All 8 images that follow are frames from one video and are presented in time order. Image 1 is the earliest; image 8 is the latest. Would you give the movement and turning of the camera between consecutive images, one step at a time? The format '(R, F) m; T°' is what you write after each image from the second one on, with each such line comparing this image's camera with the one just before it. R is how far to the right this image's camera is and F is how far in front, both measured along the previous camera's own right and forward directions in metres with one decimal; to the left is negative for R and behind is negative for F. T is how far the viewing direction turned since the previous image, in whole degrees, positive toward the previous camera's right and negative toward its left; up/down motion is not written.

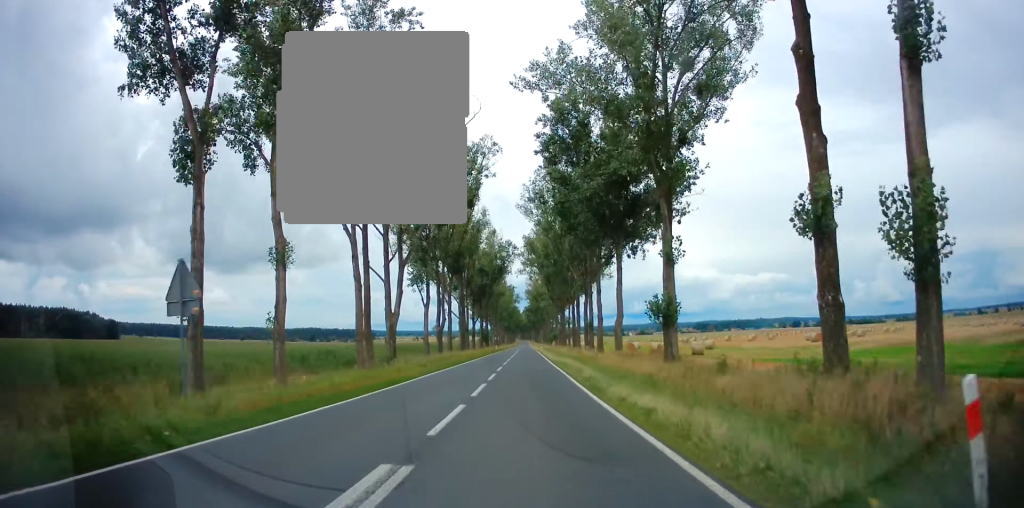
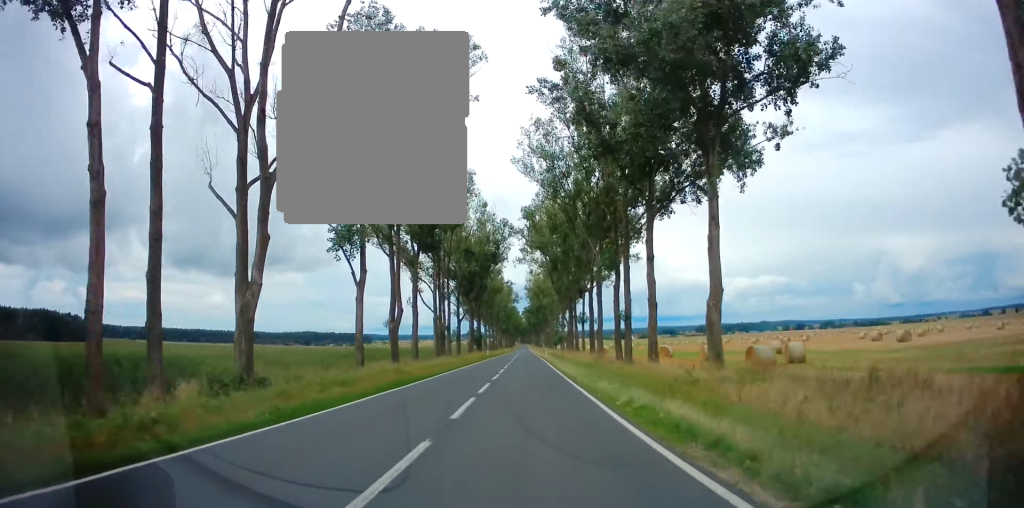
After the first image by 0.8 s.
(+0.1, +24.9) m; 0°
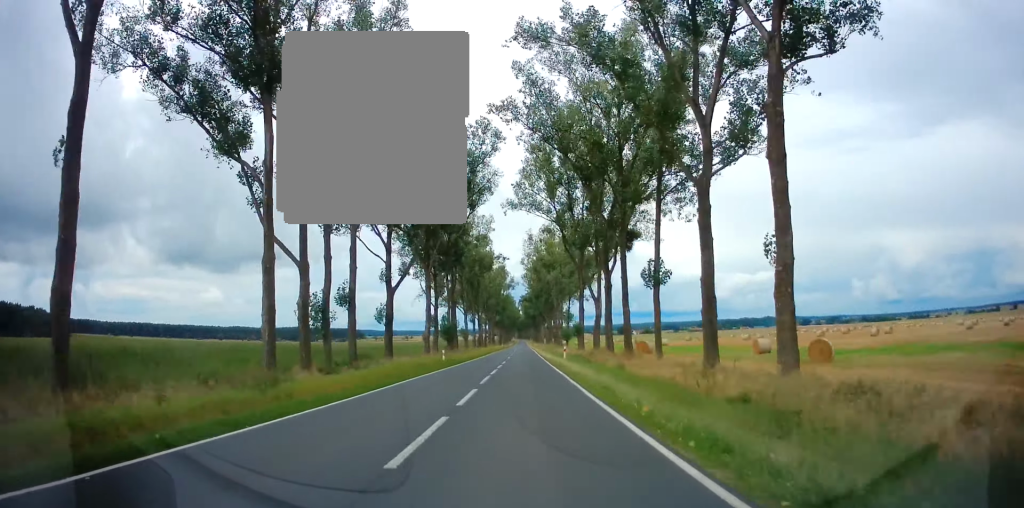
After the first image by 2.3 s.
(-0.1, +42.1) m; -1°
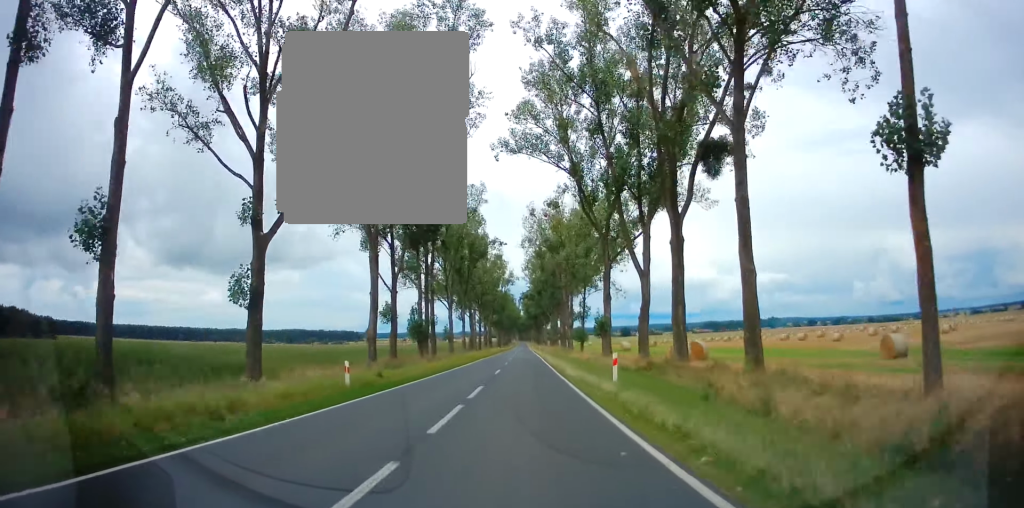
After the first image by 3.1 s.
(-0.1, +21.7) m; 0°
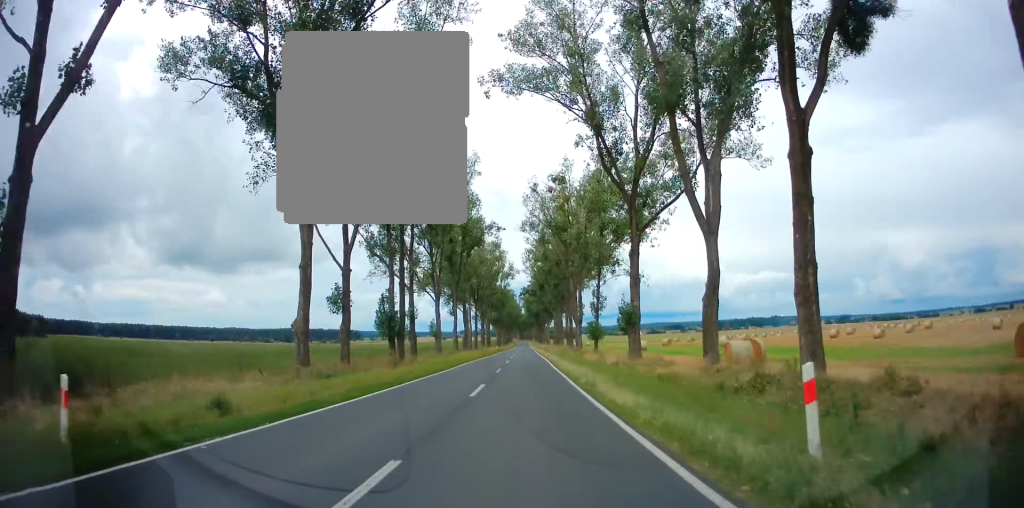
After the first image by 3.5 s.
(0.0, +12.3) m; 0°
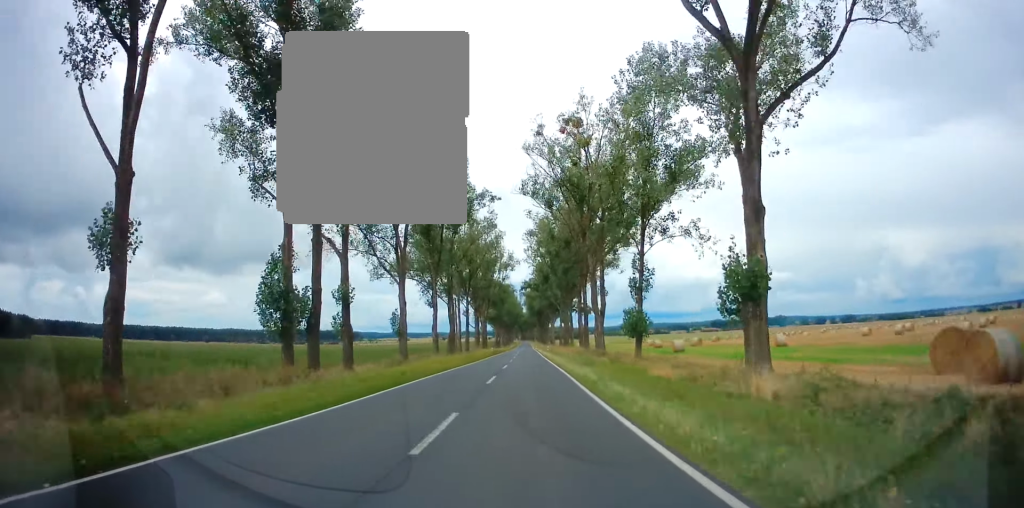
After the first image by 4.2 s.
(+0.1, +19.4) m; 0°
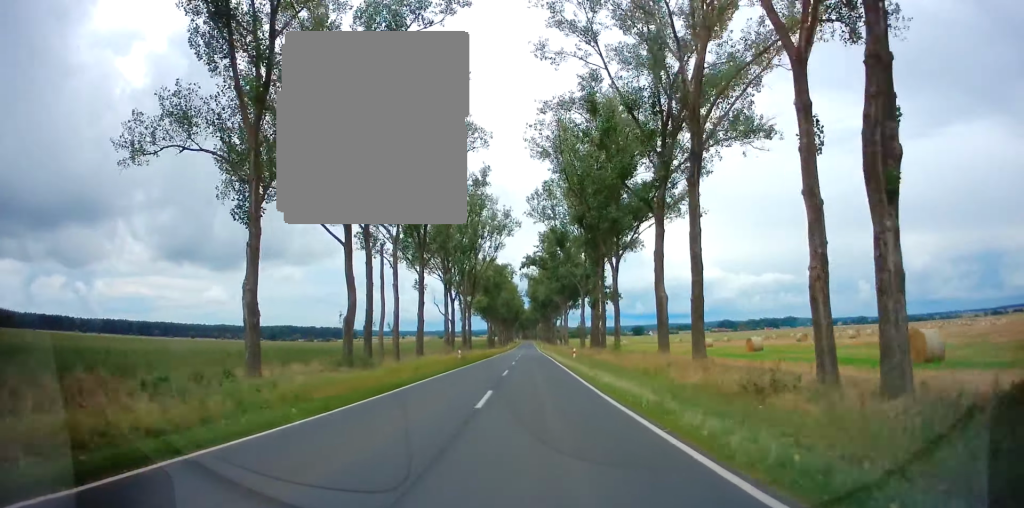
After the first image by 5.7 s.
(+0.3, +42.2) m; 0°
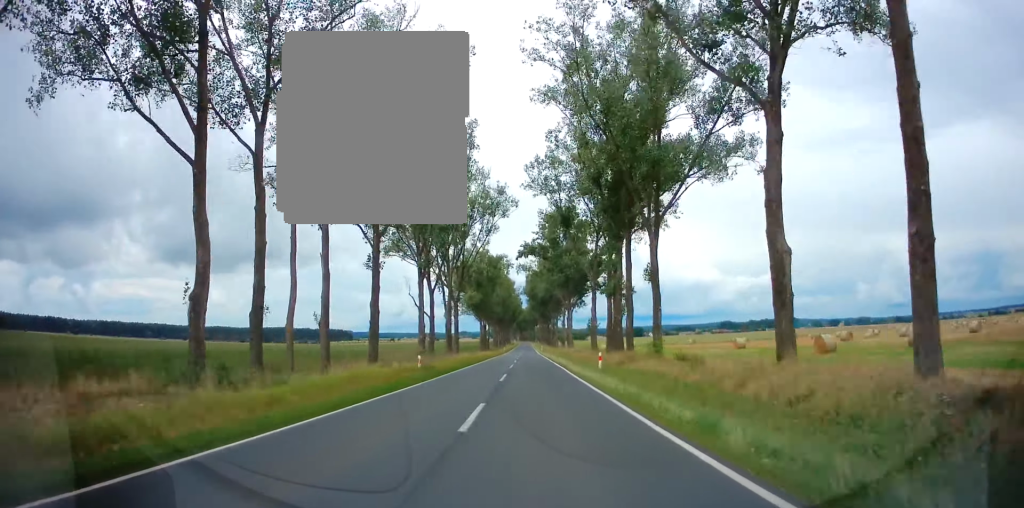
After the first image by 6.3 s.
(0.0, +14.6) m; -1°
